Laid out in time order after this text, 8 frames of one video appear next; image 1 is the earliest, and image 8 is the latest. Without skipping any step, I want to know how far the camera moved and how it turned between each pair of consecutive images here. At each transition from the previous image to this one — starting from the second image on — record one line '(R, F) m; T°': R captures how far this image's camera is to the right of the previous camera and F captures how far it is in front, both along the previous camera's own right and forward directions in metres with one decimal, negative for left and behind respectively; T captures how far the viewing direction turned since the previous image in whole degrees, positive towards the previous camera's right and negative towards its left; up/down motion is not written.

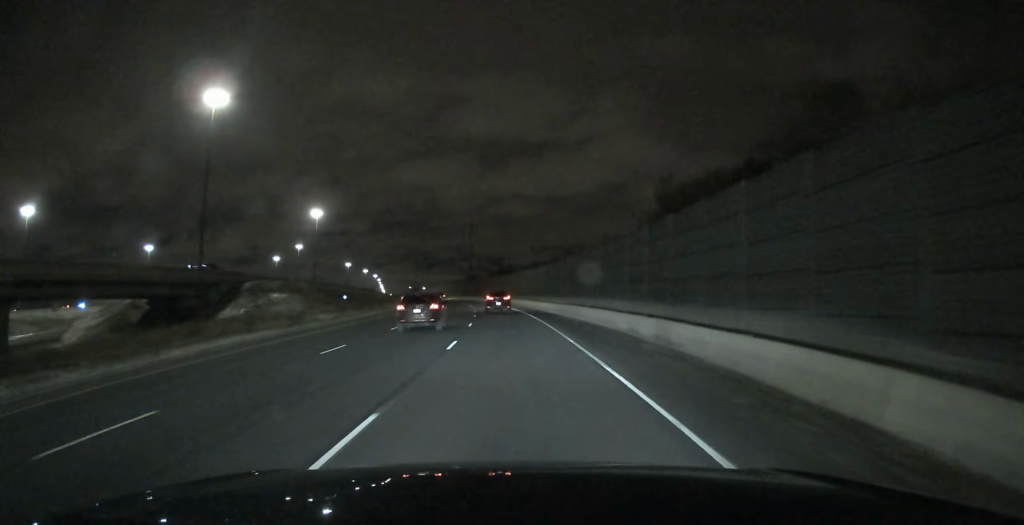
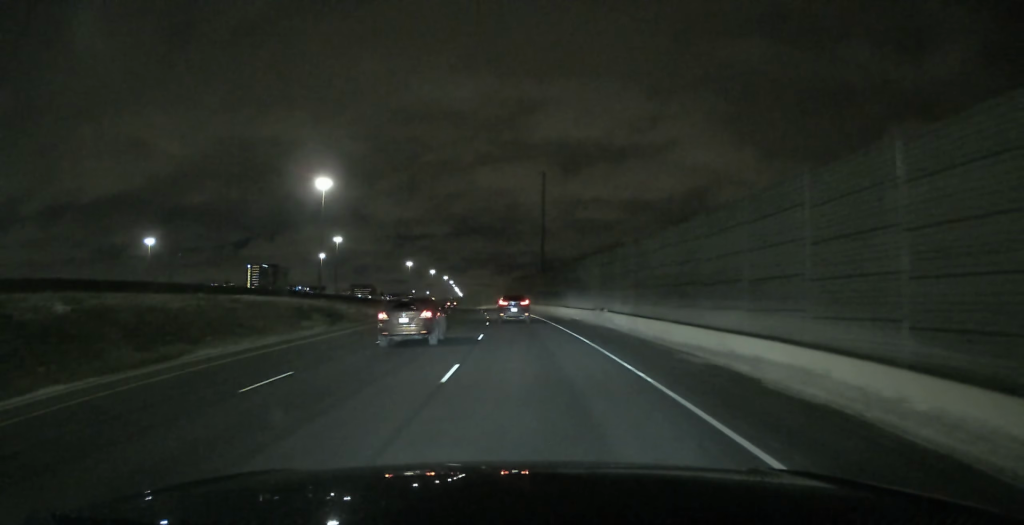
(-4.1, +80.1) m; -6°
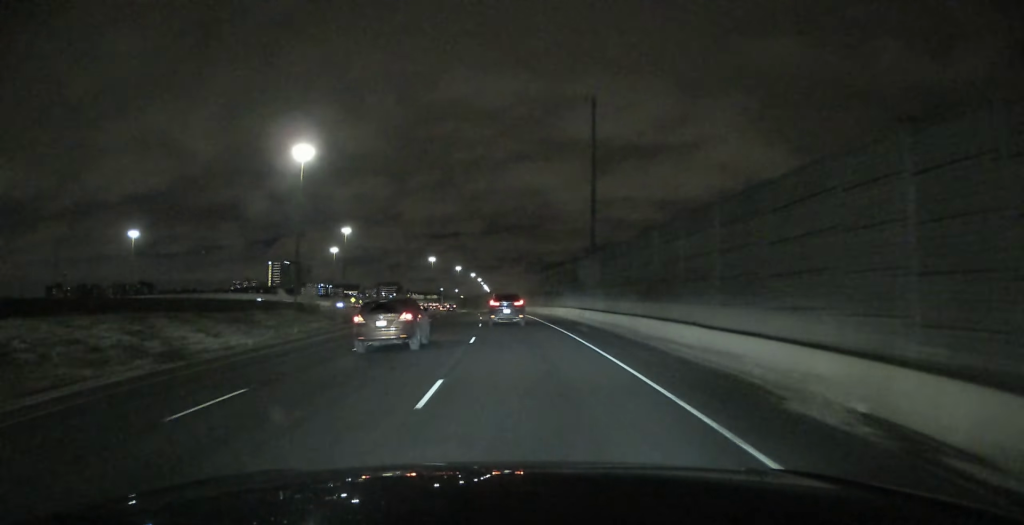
(+0.3, +40.3) m; -4°
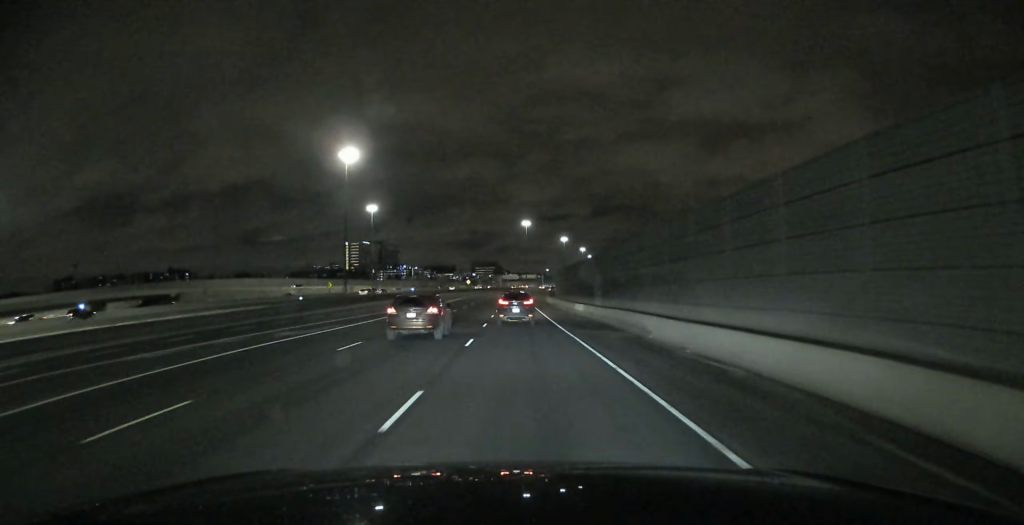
(-16.5, +151.8) m; -9°
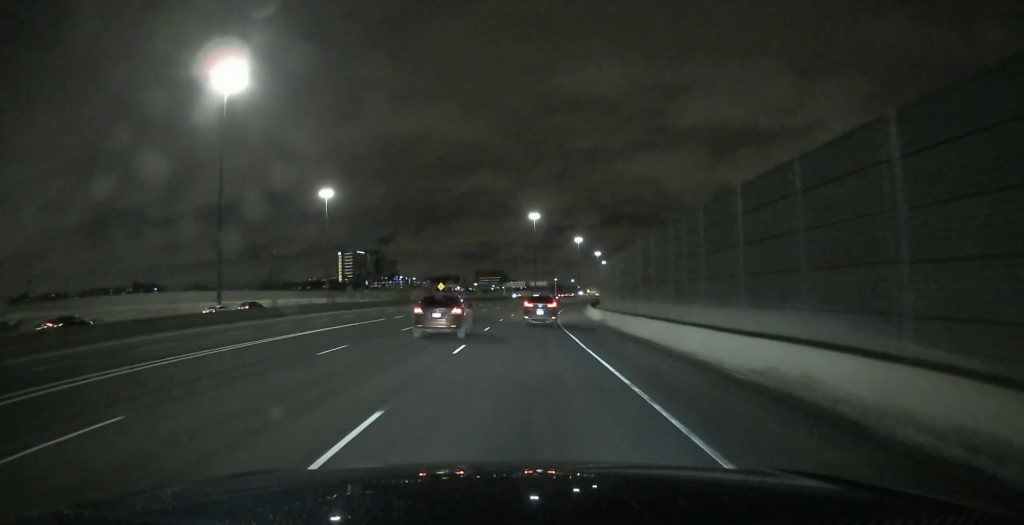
(-1.6, +74.9) m; 0°
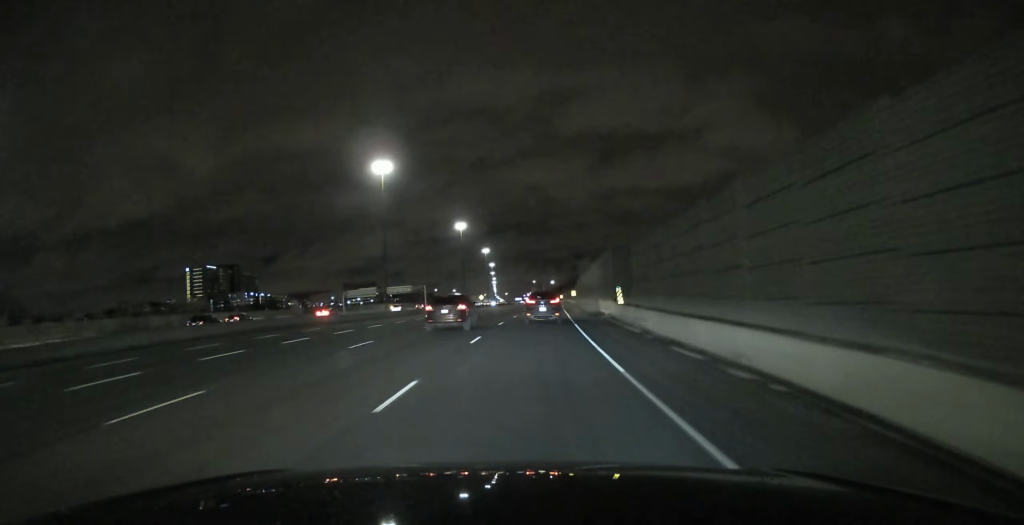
(+7.4, +128.6) m; +8°
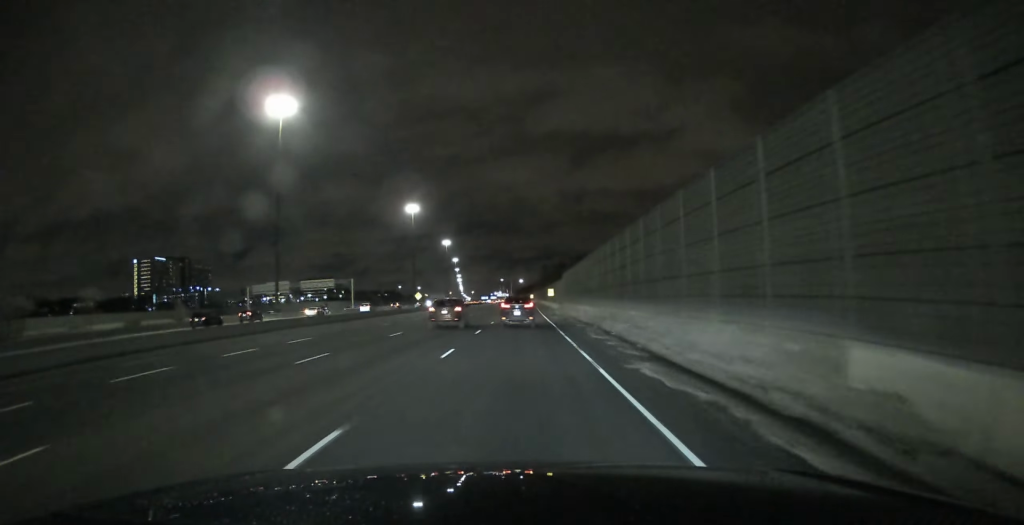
(+2.0, +52.6) m; +3°
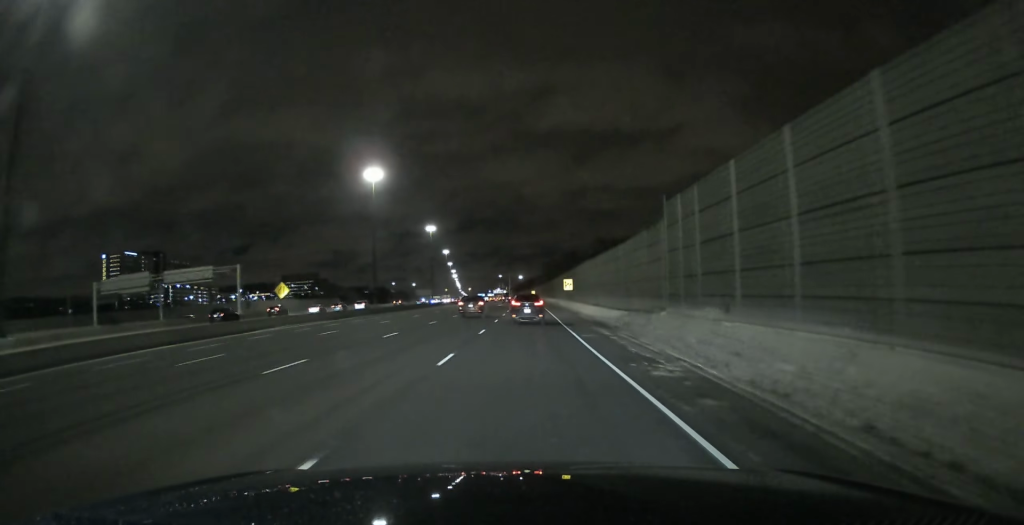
(+0.8, +61.9) m; +1°
